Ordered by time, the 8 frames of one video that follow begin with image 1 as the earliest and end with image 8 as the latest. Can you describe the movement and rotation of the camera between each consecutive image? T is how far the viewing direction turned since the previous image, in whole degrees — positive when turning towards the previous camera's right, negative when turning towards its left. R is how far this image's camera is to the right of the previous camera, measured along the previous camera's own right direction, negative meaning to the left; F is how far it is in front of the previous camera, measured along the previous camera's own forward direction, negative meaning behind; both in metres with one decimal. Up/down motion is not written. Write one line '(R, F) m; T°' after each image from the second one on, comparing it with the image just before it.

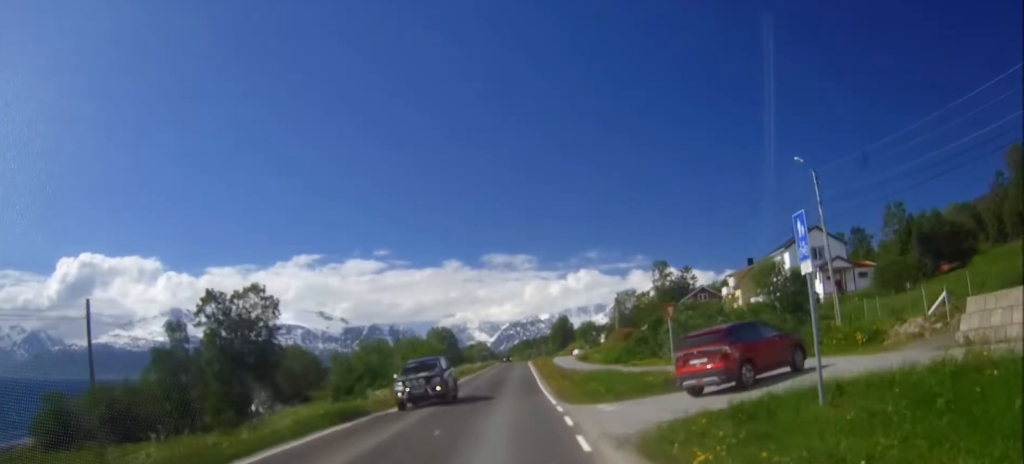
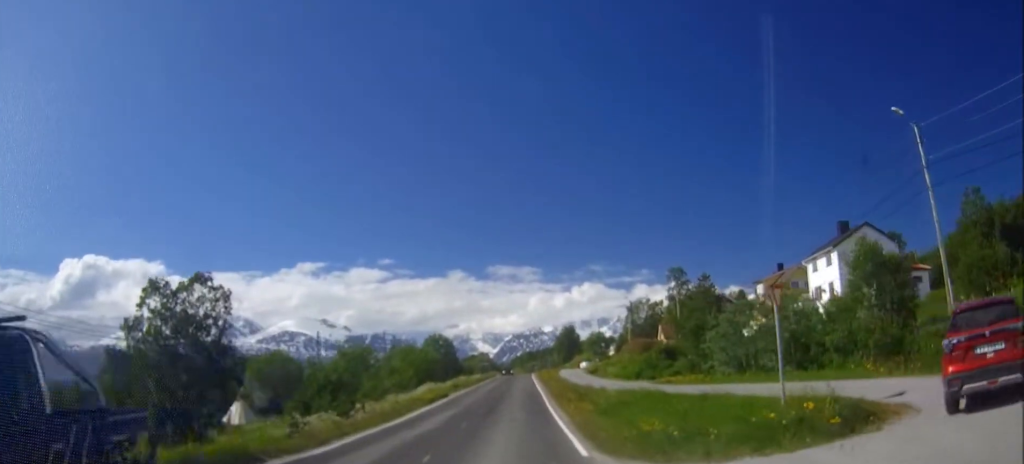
(-0.1, +10.4) m; -1°
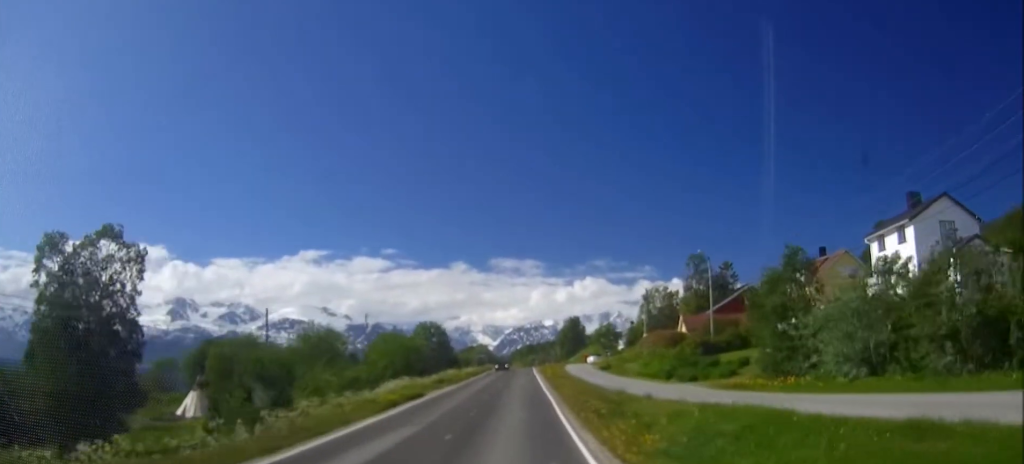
(-0.1, +12.2) m; 0°
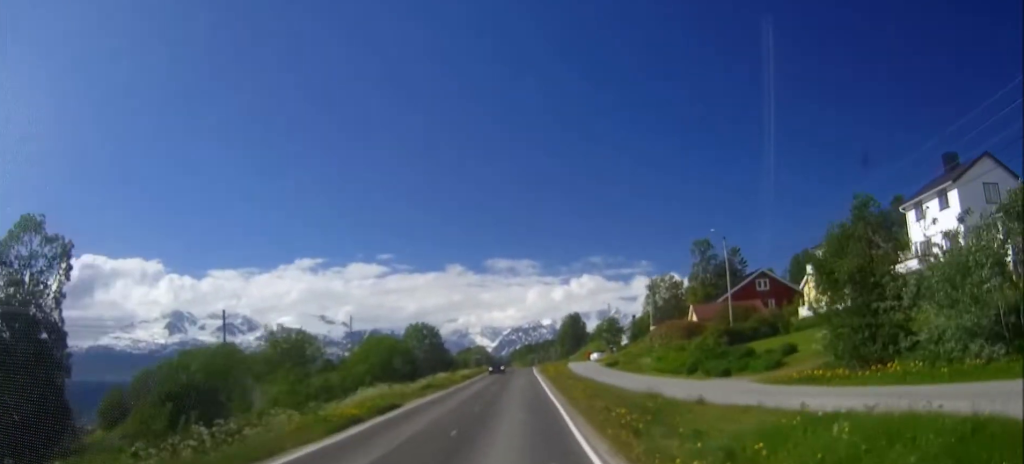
(0.0, +6.4) m; 0°
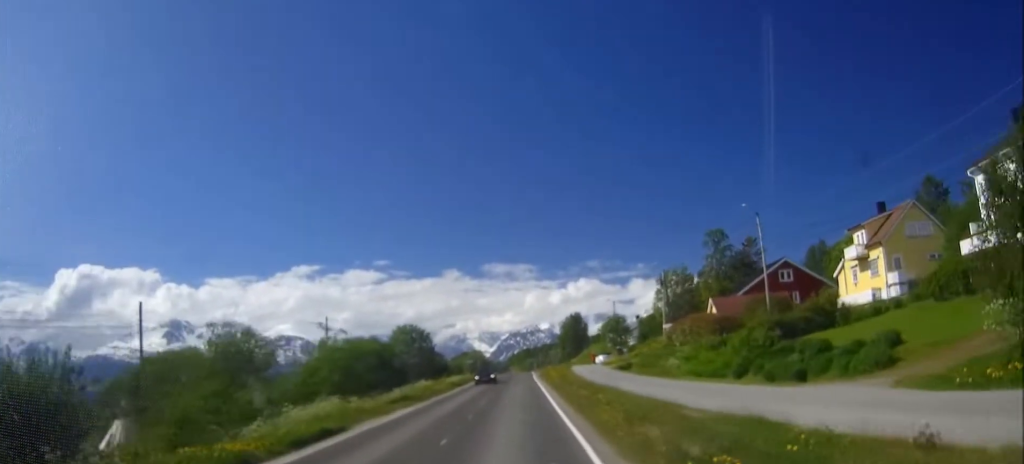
(0.0, +9.0) m; 0°
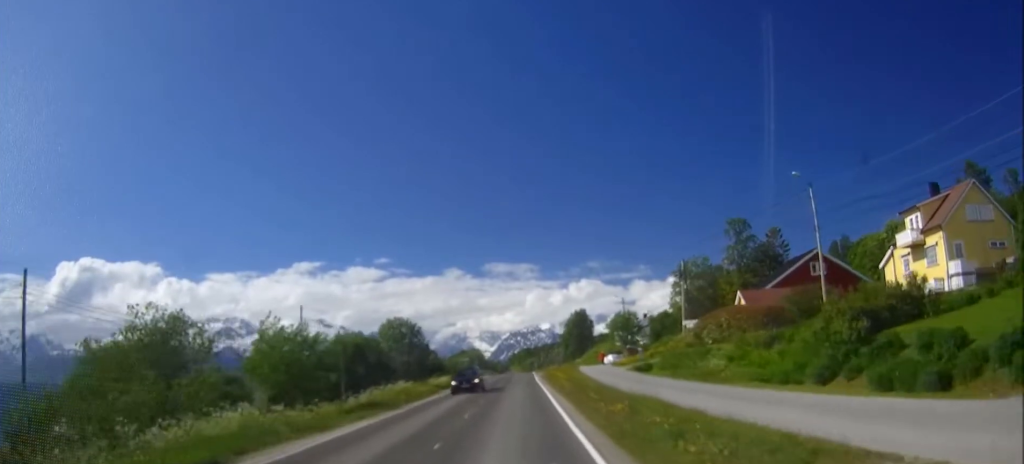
(0.0, +8.5) m; 0°
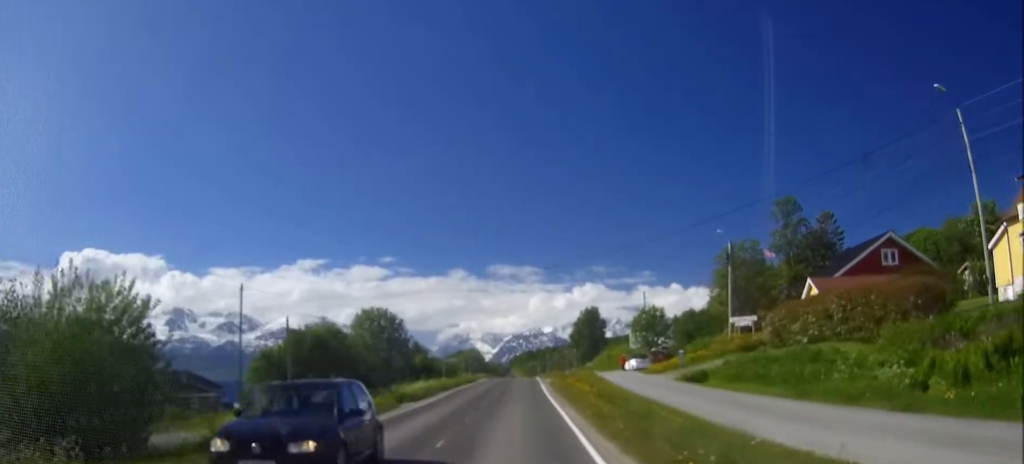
(0.0, +14.2) m; 0°
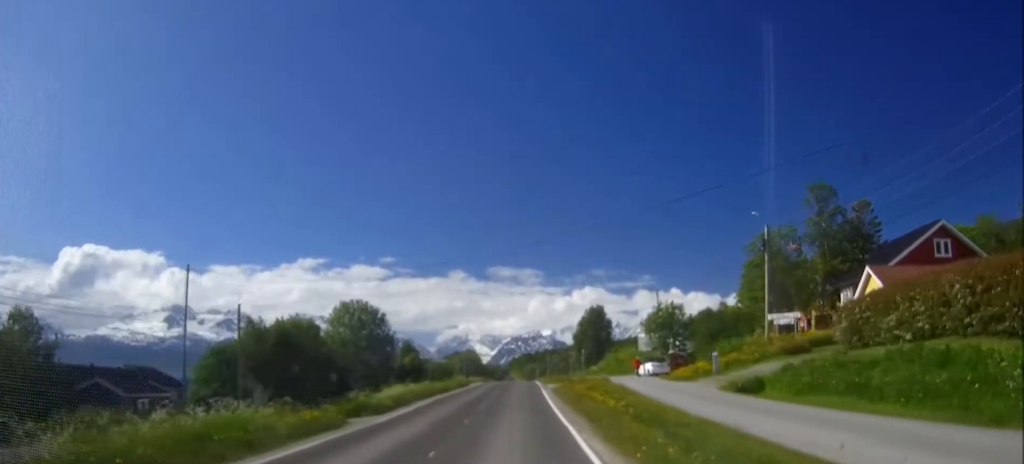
(0.0, +8.1) m; 0°
